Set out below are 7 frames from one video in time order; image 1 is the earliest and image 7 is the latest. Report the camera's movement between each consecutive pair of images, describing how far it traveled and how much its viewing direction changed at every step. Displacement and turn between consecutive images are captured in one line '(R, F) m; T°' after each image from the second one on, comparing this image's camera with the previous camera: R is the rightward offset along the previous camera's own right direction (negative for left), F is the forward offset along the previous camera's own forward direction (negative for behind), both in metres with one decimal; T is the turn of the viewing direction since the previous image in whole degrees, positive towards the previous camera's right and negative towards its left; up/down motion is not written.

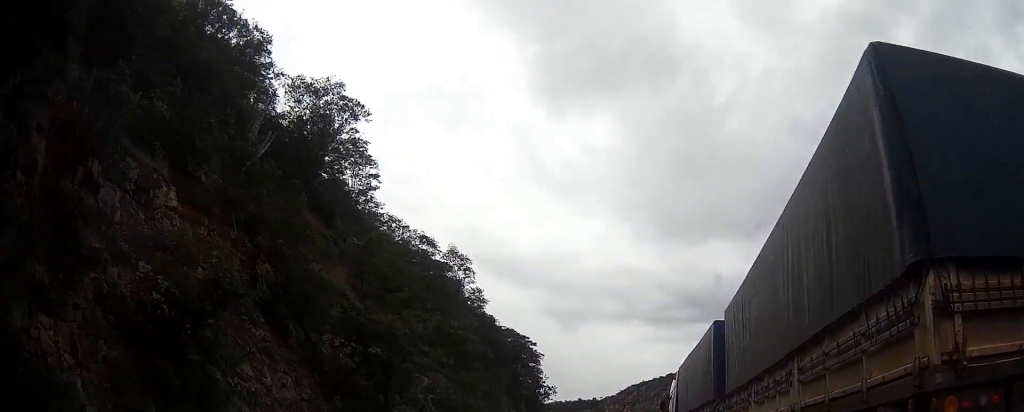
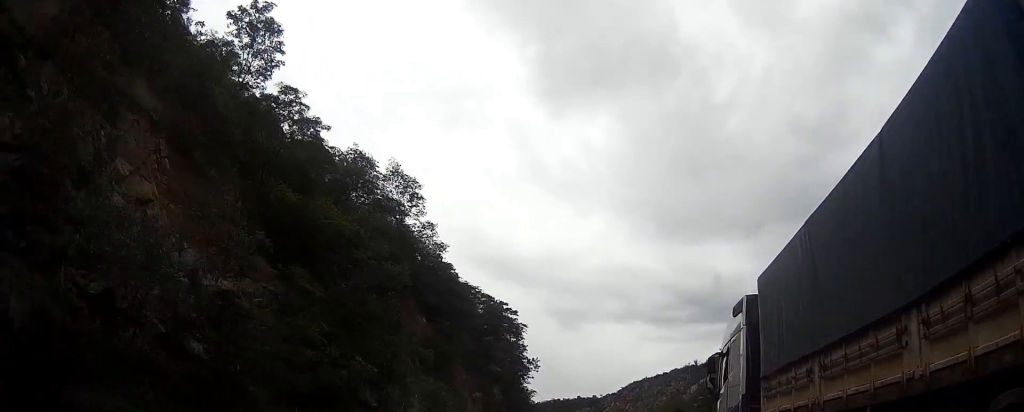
(+0.4, +27.6) m; +1°
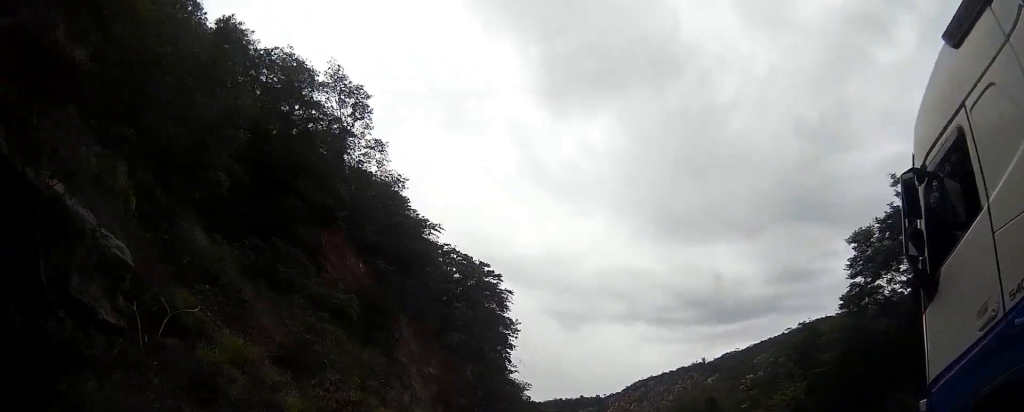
(-0.2, +17.7) m; 0°
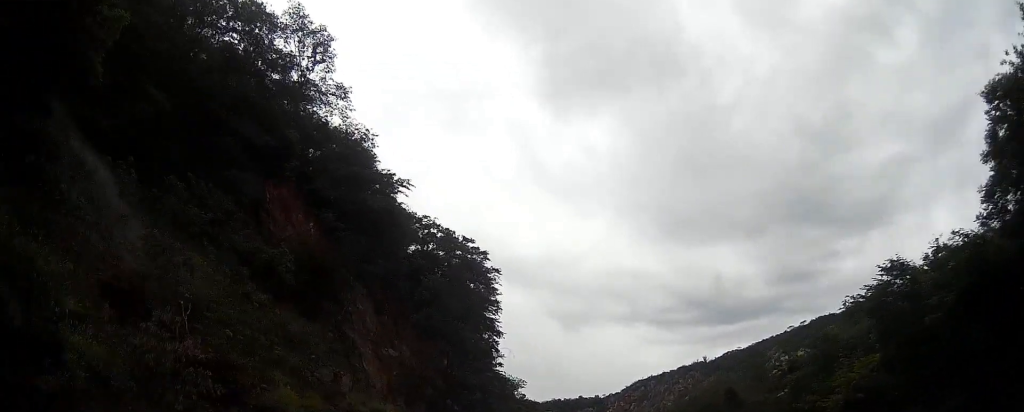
(+0.1, +6.7) m; +1°
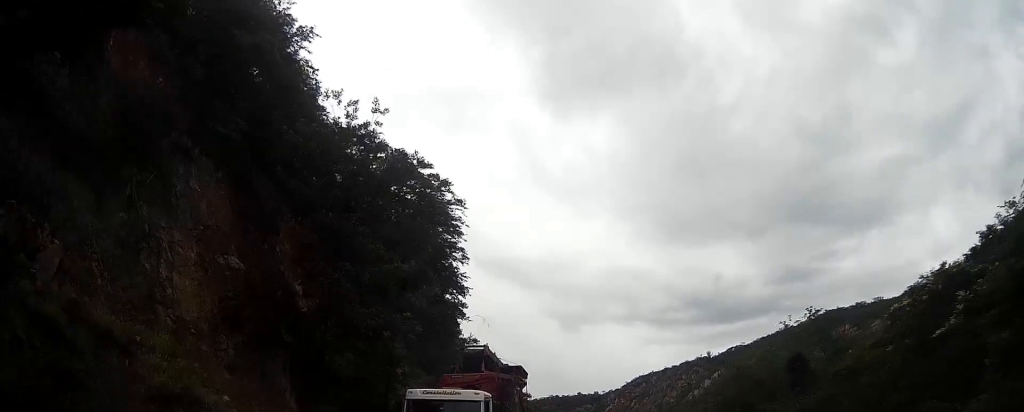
(+0.3, +11.7) m; 0°
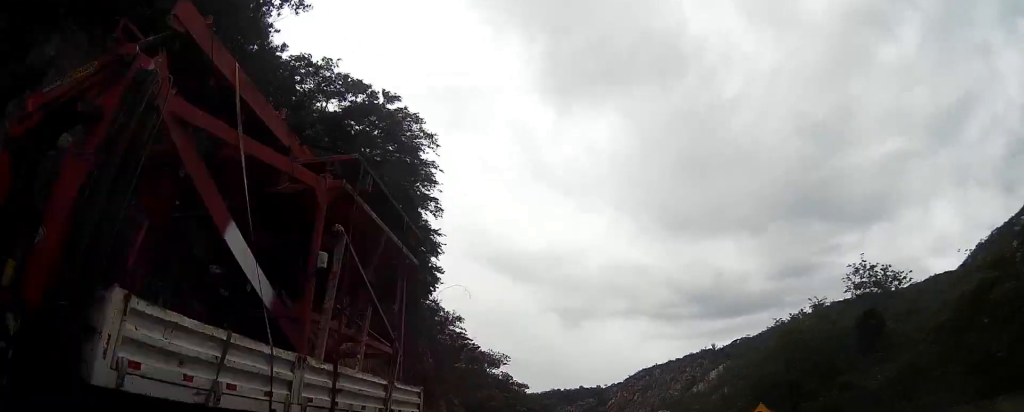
(+0.2, +6.2) m; -2°
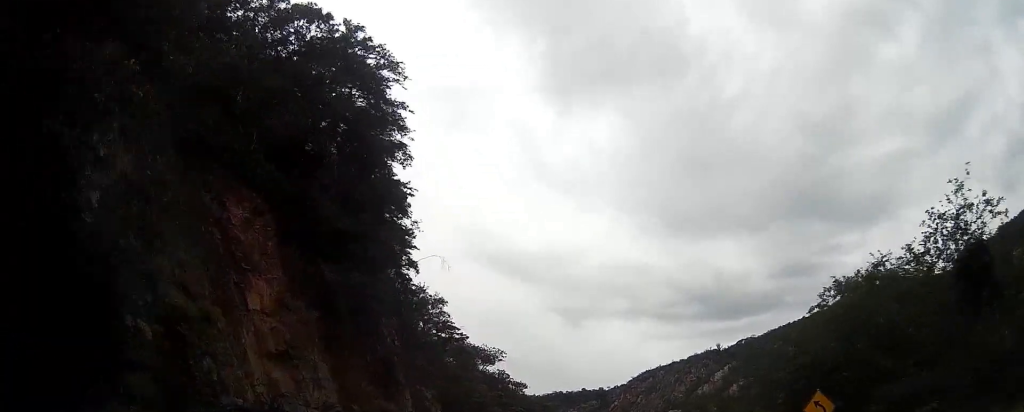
(-0.4, +6.2) m; -1°
